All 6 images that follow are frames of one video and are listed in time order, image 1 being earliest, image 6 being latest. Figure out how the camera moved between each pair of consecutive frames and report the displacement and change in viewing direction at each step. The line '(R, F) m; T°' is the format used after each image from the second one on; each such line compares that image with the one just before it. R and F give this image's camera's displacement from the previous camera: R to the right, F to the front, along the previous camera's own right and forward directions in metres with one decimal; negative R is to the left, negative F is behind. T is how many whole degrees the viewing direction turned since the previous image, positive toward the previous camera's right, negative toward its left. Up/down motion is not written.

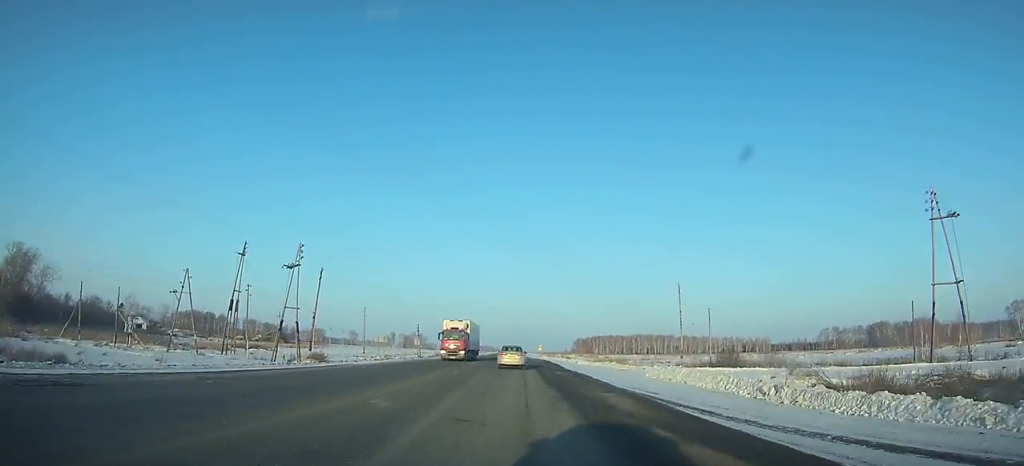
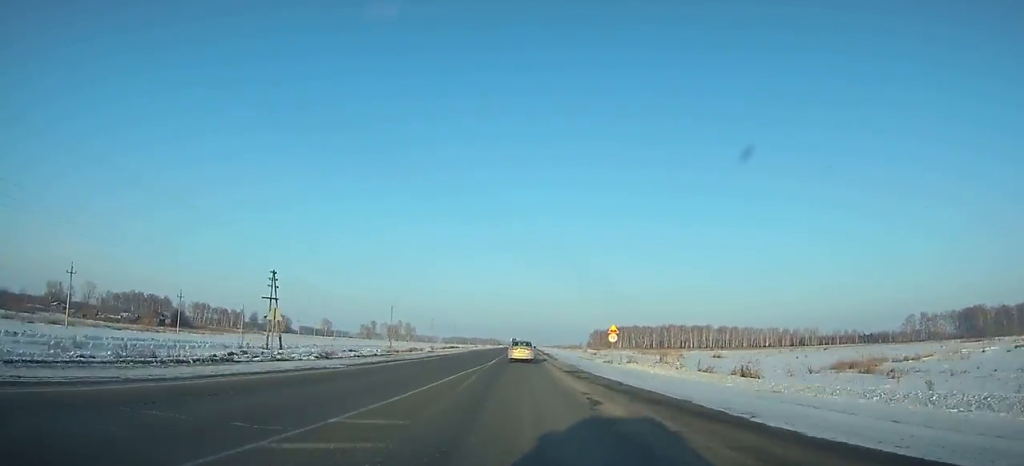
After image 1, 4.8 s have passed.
(-0.6, +109.1) m; 0°
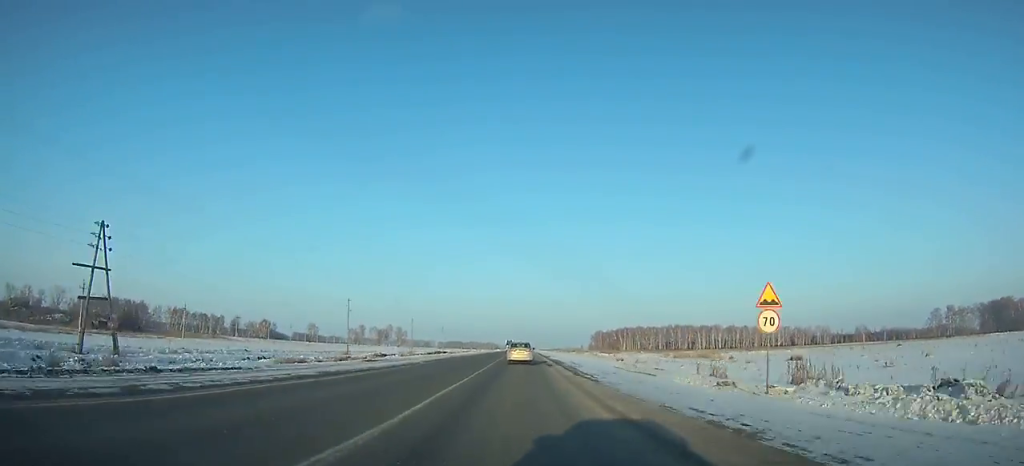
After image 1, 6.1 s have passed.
(+0.1, +30.3) m; 0°
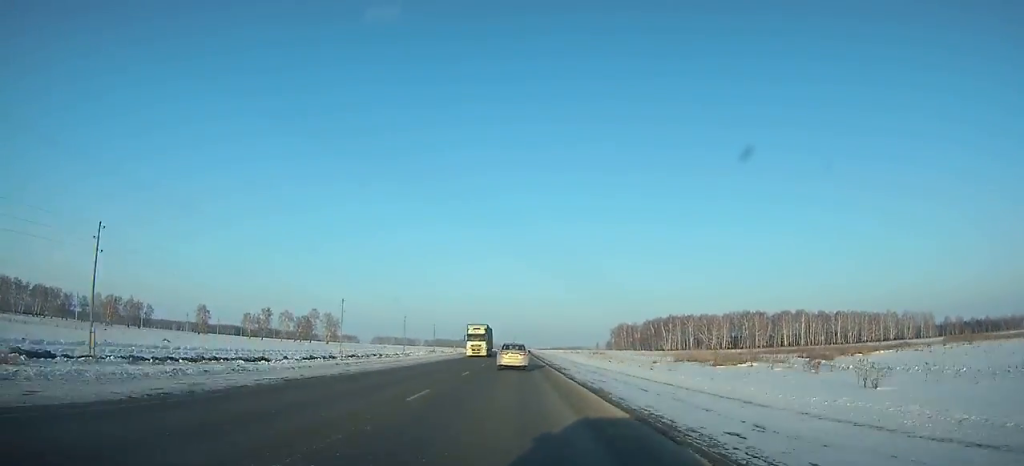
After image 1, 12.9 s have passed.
(+0.4, +166.0) m; 0°
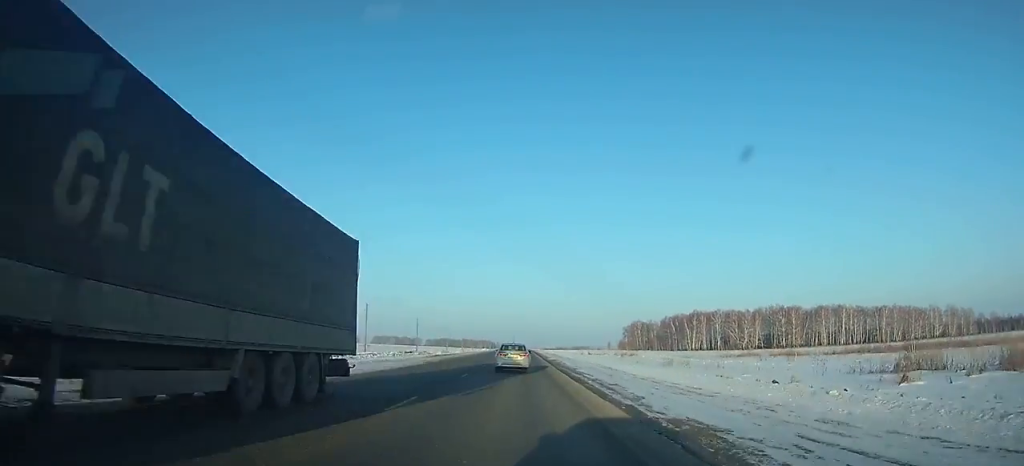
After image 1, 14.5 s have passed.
(-0.2, +40.1) m; 0°
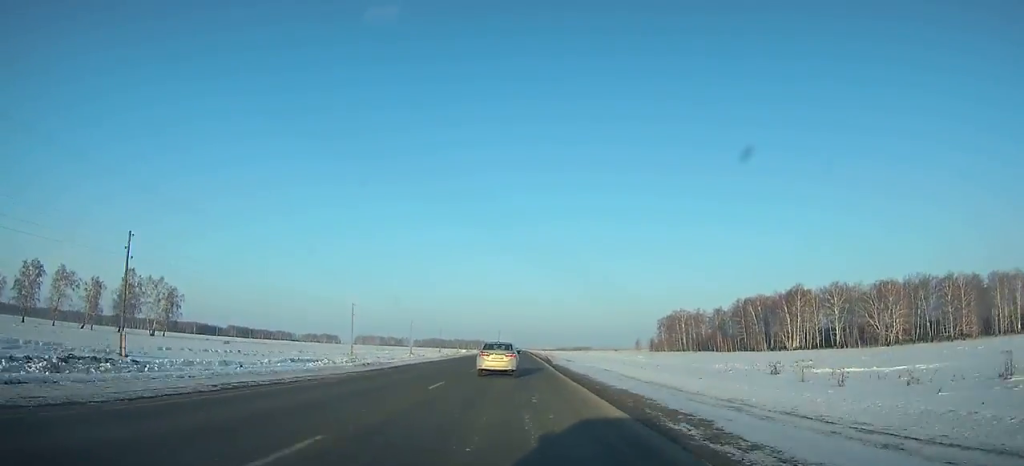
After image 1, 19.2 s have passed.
(0.0, +117.4) m; 0°
